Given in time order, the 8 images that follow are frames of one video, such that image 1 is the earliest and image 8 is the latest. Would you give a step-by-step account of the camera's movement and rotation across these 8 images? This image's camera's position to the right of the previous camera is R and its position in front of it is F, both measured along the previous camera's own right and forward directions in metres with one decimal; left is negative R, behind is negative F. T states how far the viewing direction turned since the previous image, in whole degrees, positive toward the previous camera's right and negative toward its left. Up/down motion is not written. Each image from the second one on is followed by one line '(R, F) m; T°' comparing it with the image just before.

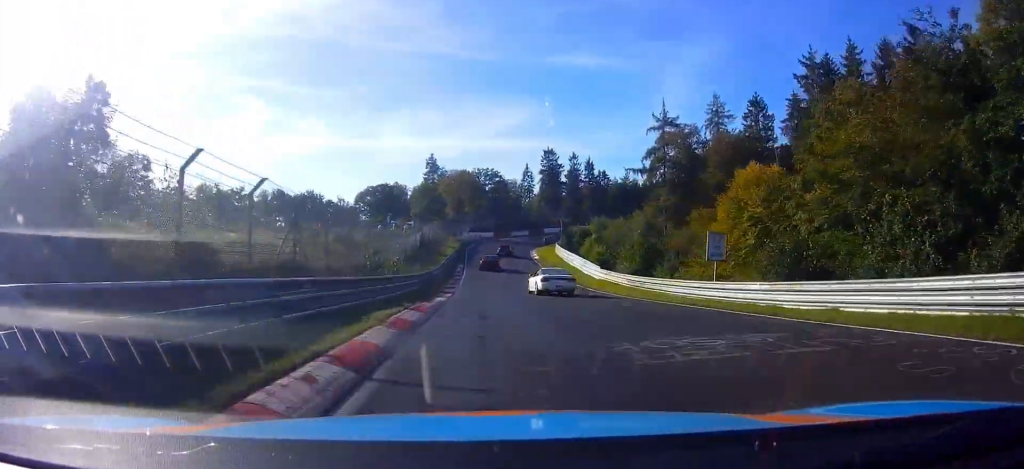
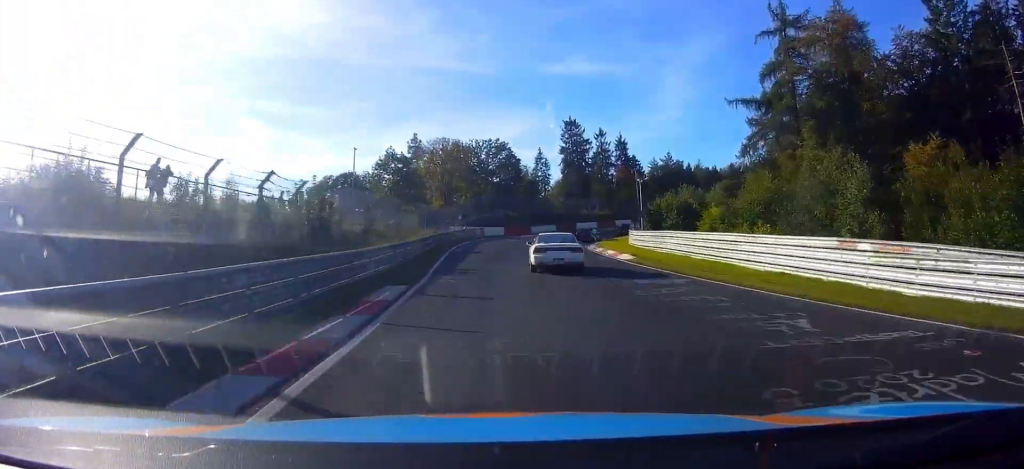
(-0.2, +40.1) m; 0°
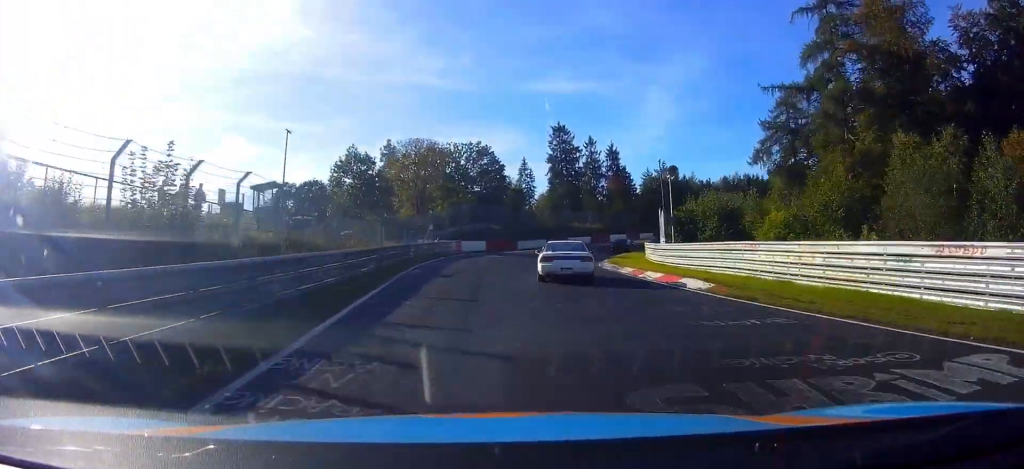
(+0.1, +10.7) m; +1°
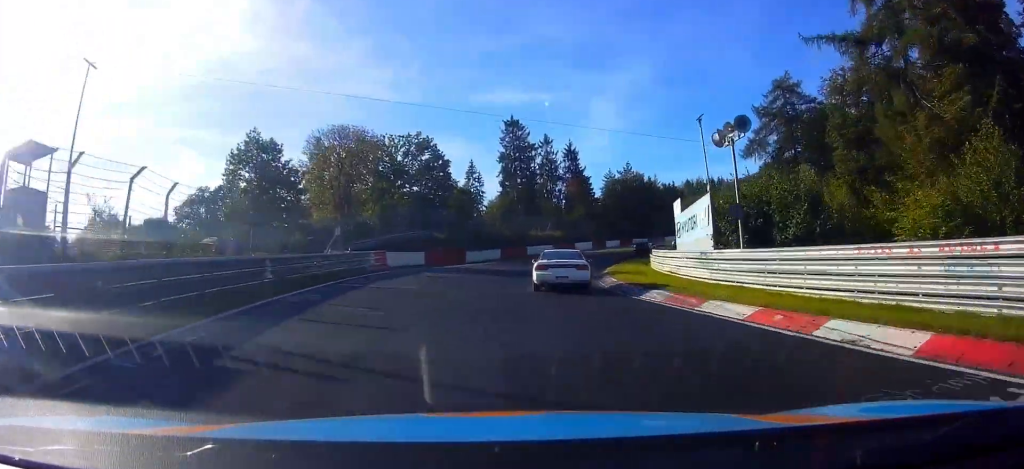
(-0.1, +14.1) m; +1°
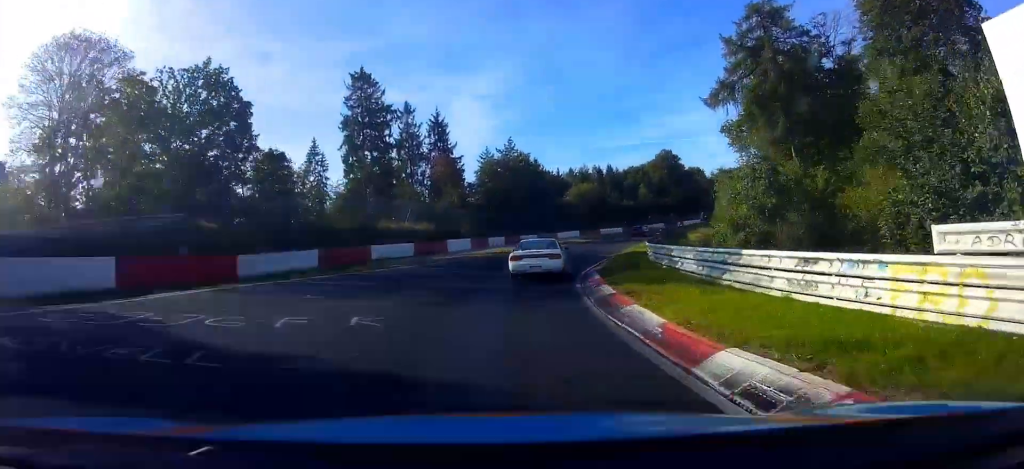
(+0.8, +26.2) m; +3°
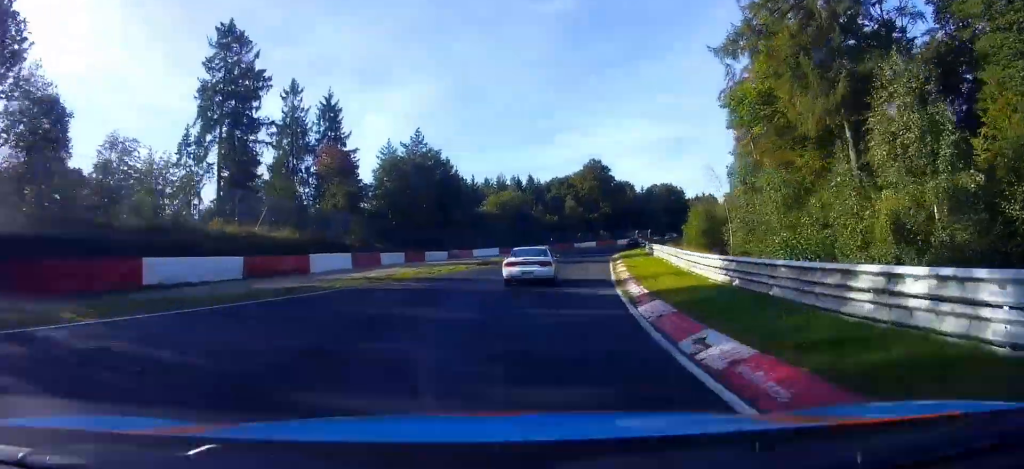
(+0.3, +19.7) m; +2°
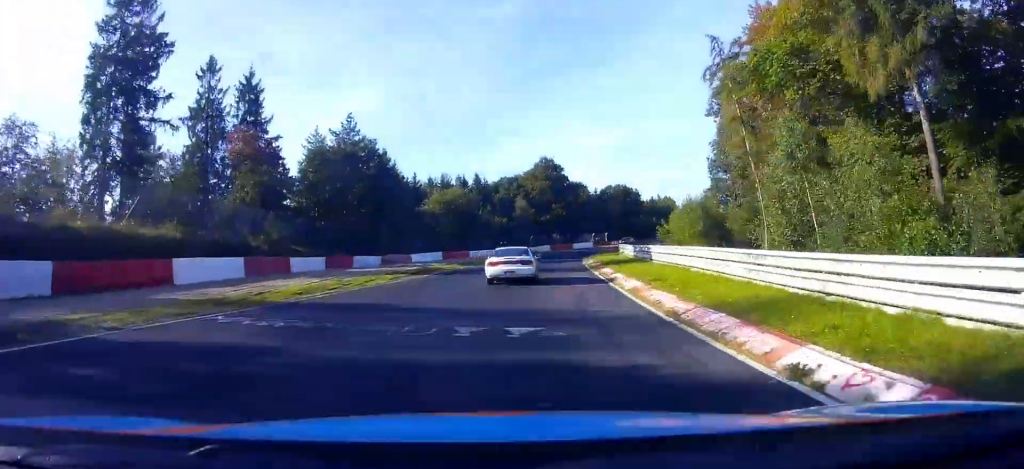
(-0.1, +10.6) m; +1°
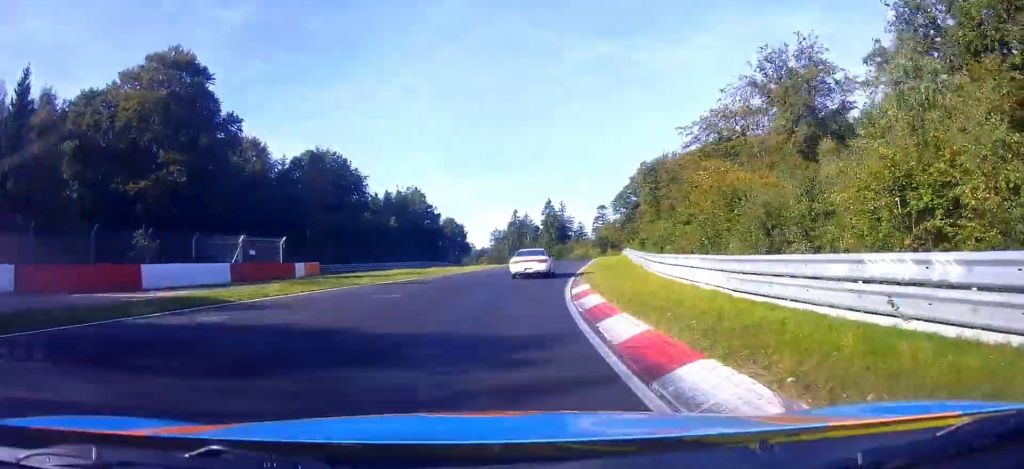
(+15.8, +66.3) m; +34°
